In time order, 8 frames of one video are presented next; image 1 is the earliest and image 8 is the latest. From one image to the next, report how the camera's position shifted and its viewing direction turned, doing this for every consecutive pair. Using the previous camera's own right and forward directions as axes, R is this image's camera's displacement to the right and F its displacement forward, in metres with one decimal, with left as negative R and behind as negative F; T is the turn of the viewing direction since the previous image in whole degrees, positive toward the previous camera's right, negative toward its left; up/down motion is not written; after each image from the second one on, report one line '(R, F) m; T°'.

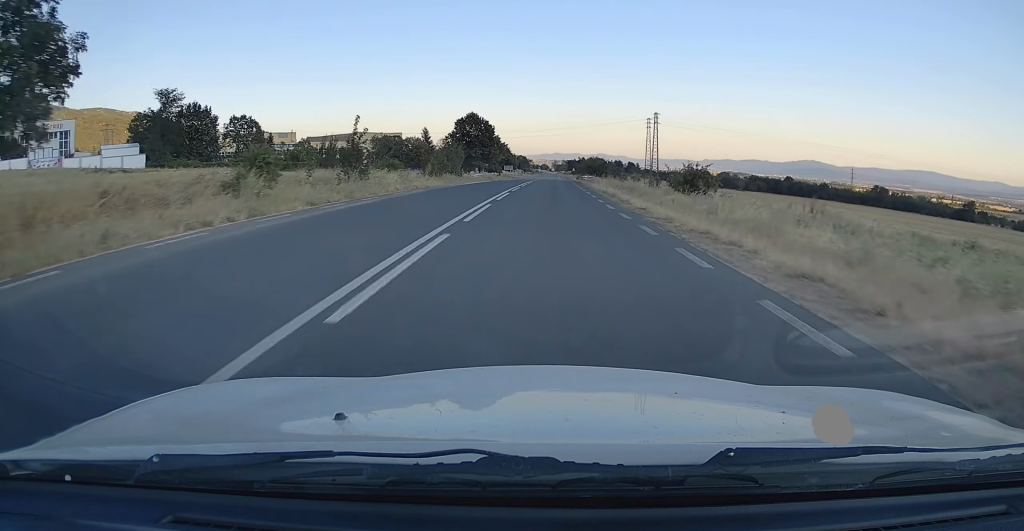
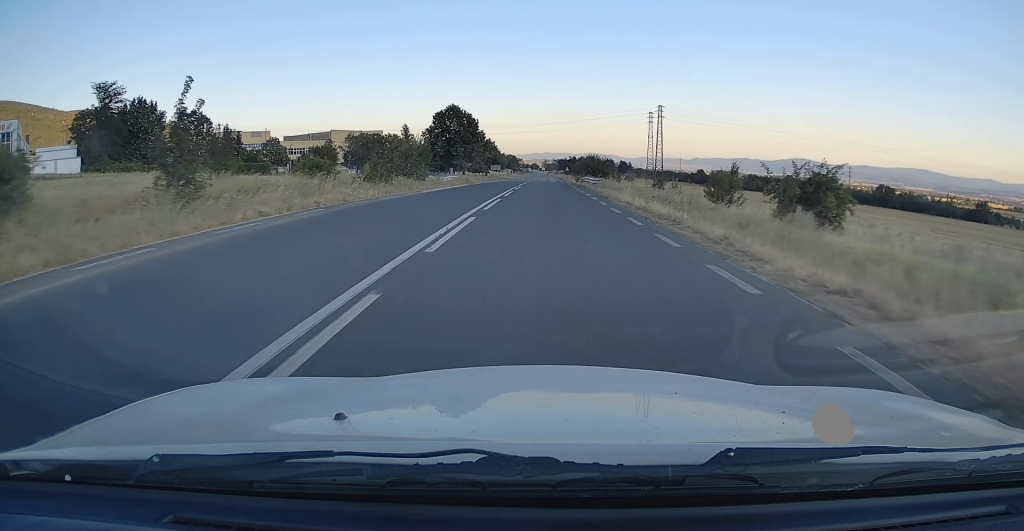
(+0.2, +13.7) m; +2°
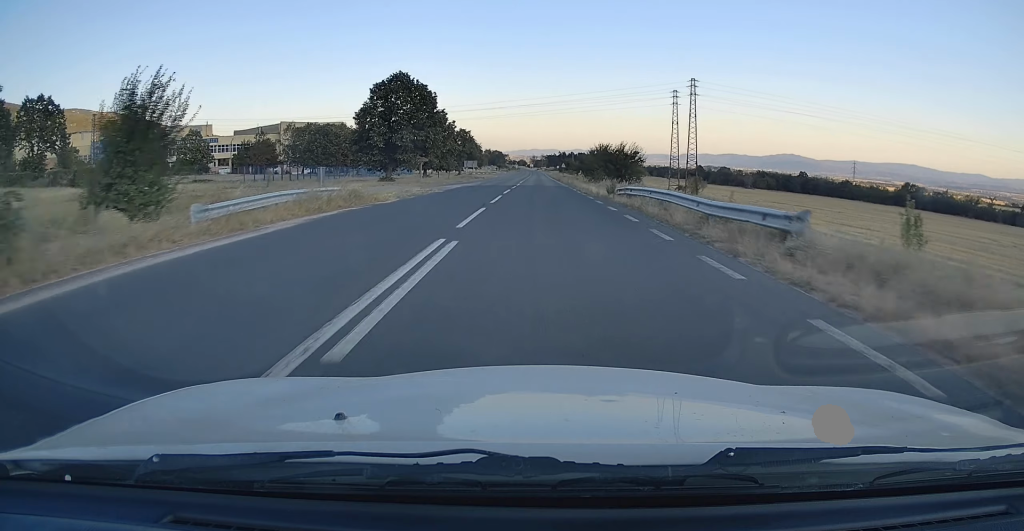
(+1.0, +31.7) m; +2°
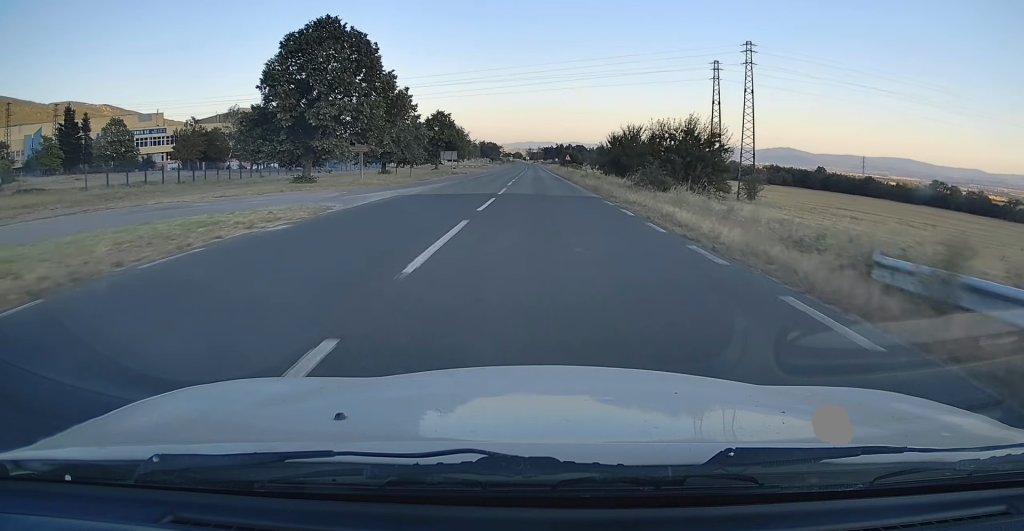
(0.0, +23.1) m; 0°
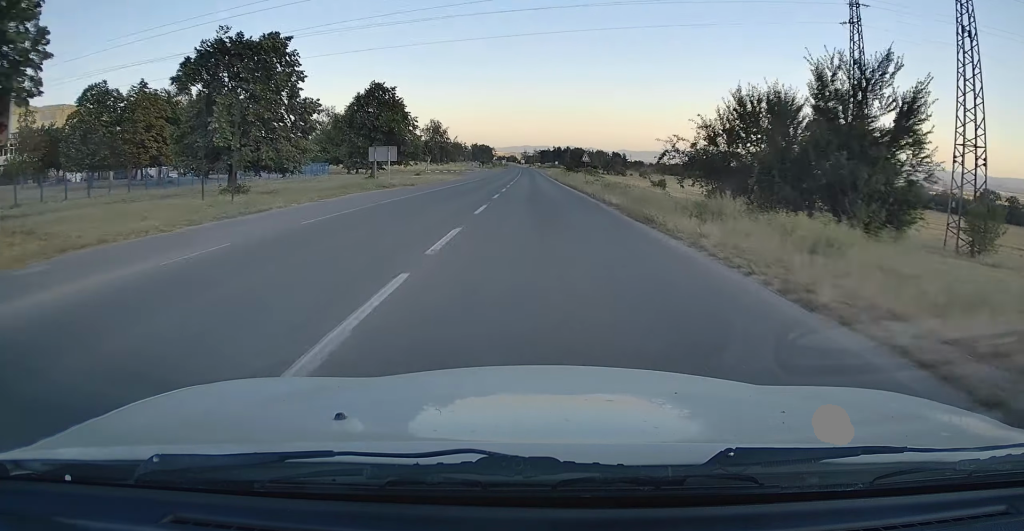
(+0.1, +33.6) m; 0°
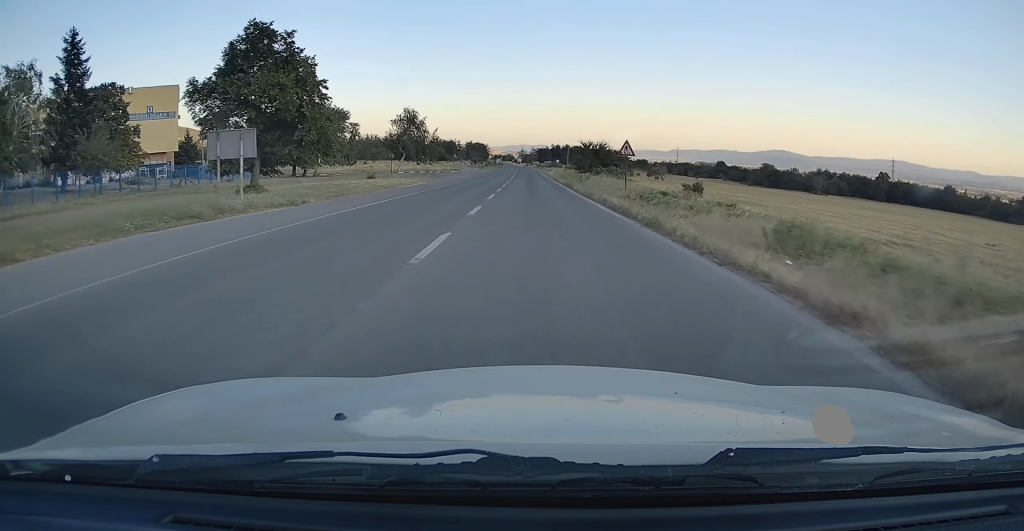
(+0.2, +23.7) m; 0°
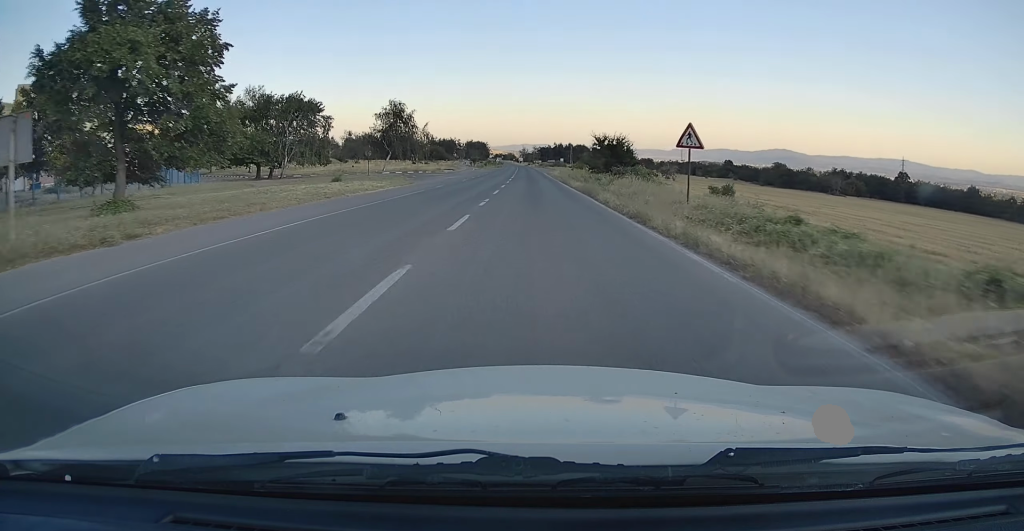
(-0.1, +11.6) m; 0°
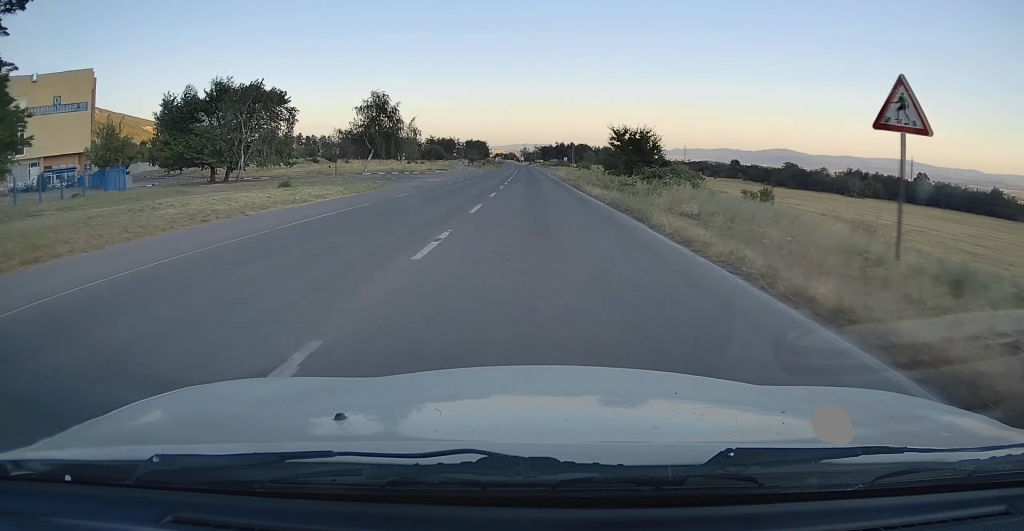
(-0.2, +10.6) m; 0°
